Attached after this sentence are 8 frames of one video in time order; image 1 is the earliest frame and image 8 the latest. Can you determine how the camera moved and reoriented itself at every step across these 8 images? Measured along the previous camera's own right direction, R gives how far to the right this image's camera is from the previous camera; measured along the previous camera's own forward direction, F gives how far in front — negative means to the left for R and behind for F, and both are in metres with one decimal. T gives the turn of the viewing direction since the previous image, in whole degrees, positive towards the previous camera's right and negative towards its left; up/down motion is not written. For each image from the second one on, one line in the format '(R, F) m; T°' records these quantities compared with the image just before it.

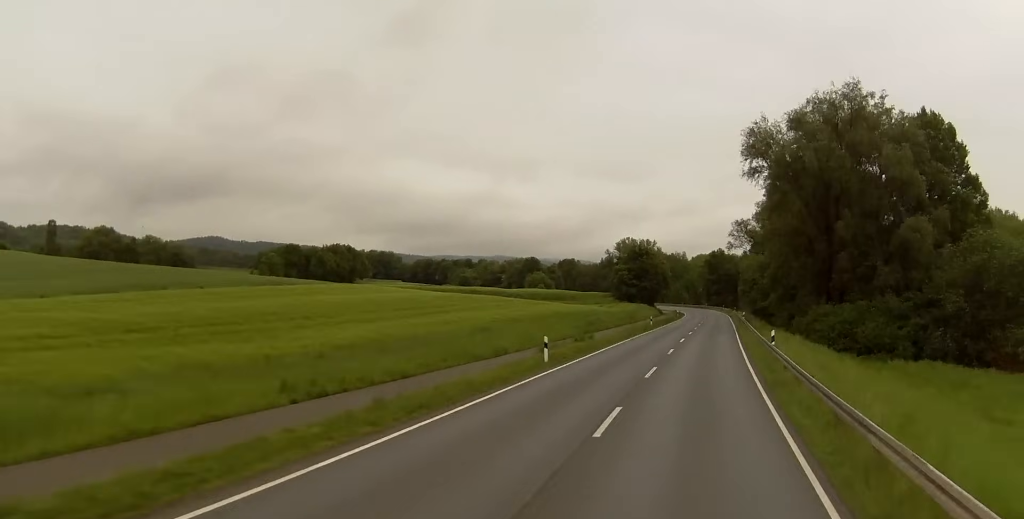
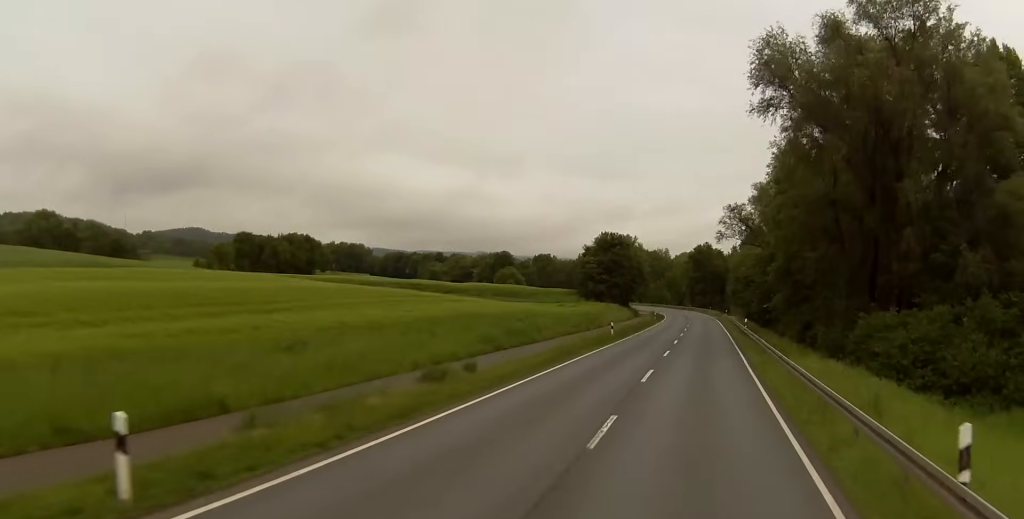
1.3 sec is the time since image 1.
(+0.5, +25.4) m; +2°
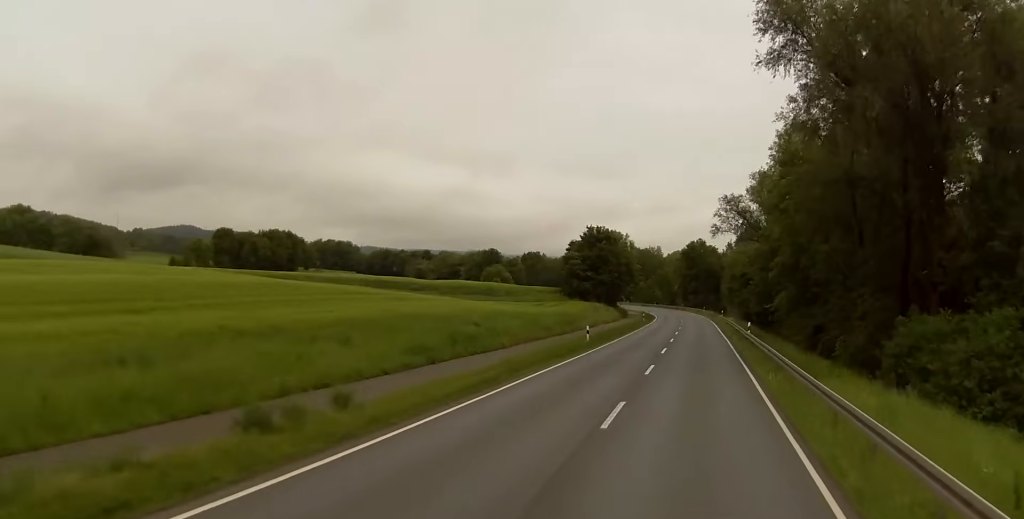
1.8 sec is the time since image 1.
(0.0, +9.9) m; 0°
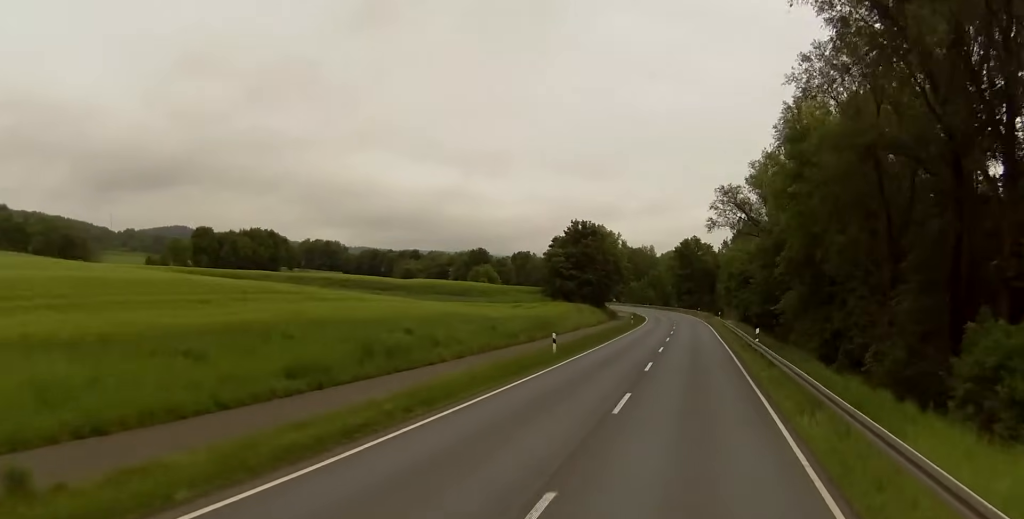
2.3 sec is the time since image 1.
(0.0, +9.9) m; 0°
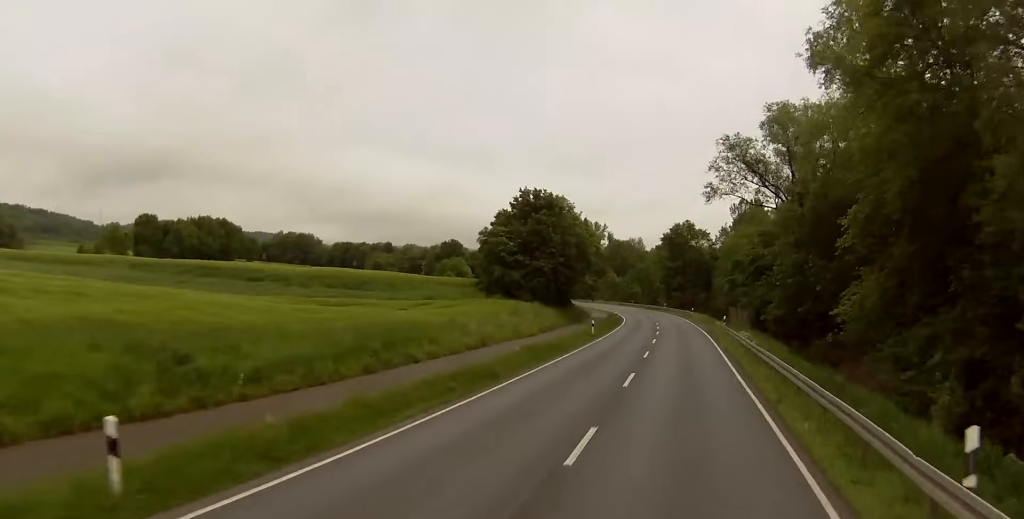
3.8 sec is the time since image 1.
(+0.3, +30.3) m; 0°
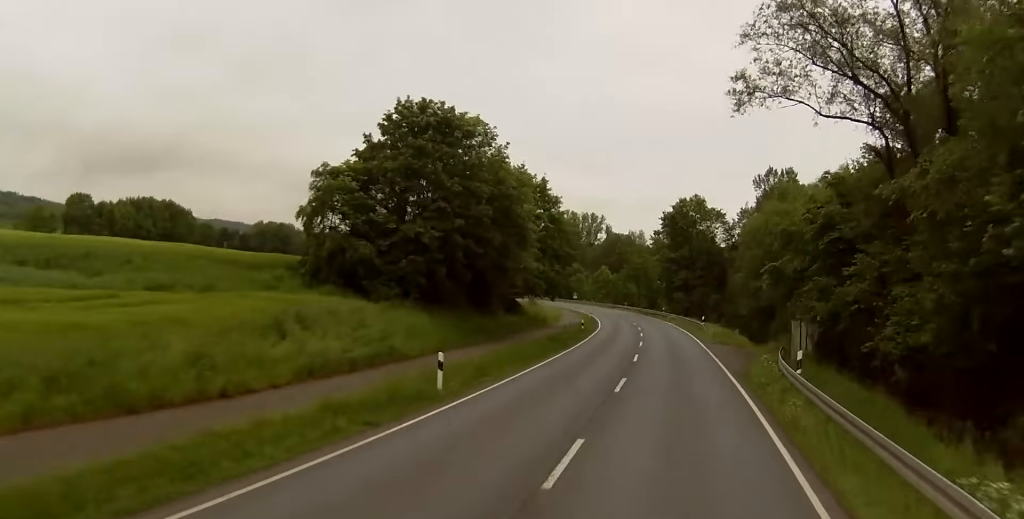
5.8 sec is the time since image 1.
(+0.1, +37.8) m; +1°
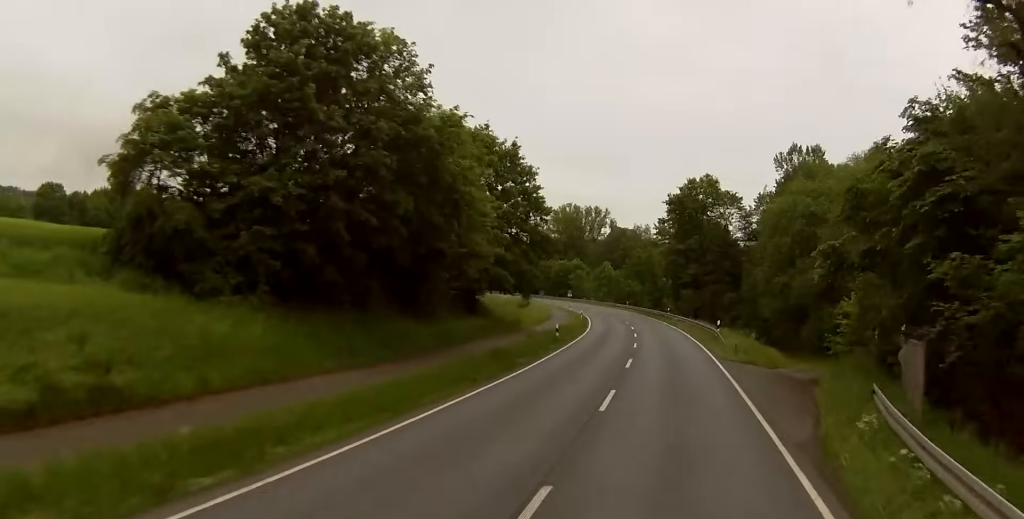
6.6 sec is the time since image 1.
(+0.1, +16.2) m; 0°
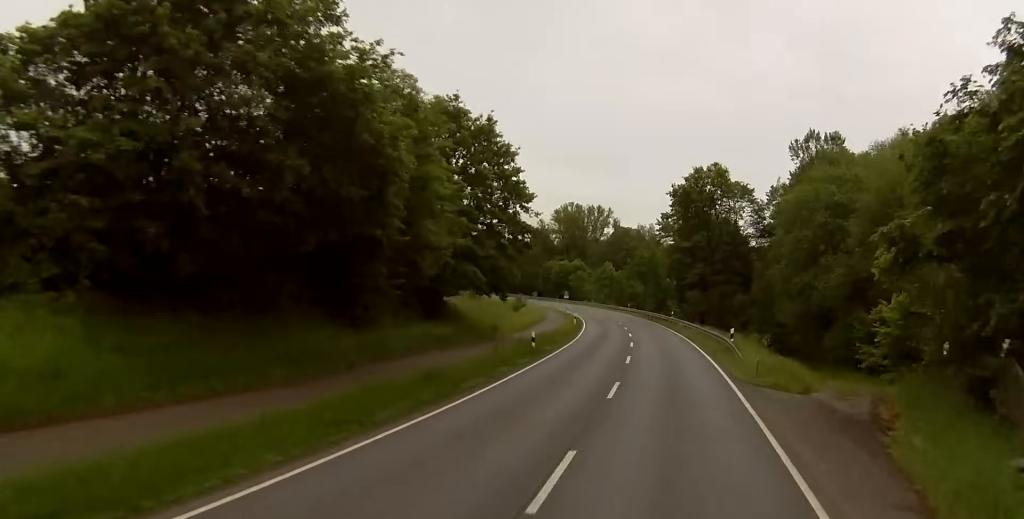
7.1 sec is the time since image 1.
(0.0, +9.1) m; 0°
